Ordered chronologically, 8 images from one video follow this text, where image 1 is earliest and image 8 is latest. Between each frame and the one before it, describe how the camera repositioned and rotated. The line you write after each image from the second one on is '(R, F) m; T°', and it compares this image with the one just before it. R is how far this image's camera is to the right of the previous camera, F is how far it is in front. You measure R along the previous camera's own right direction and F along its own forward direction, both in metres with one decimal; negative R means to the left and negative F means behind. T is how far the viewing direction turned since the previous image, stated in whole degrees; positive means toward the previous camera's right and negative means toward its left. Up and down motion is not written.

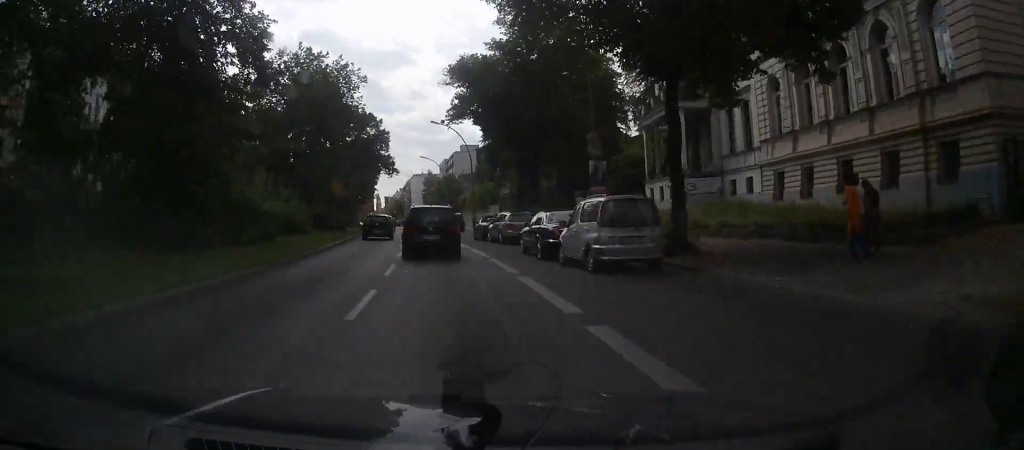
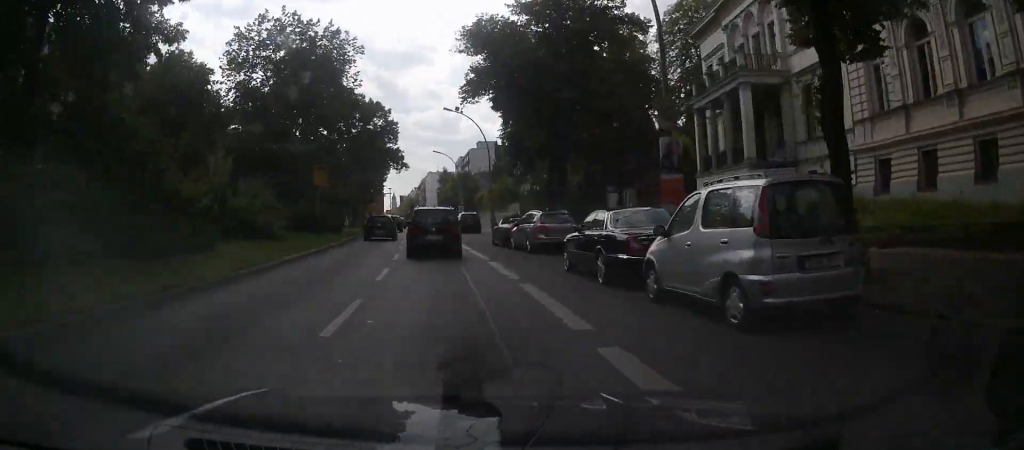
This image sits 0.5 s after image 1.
(-0.1, +6.9) m; -1°
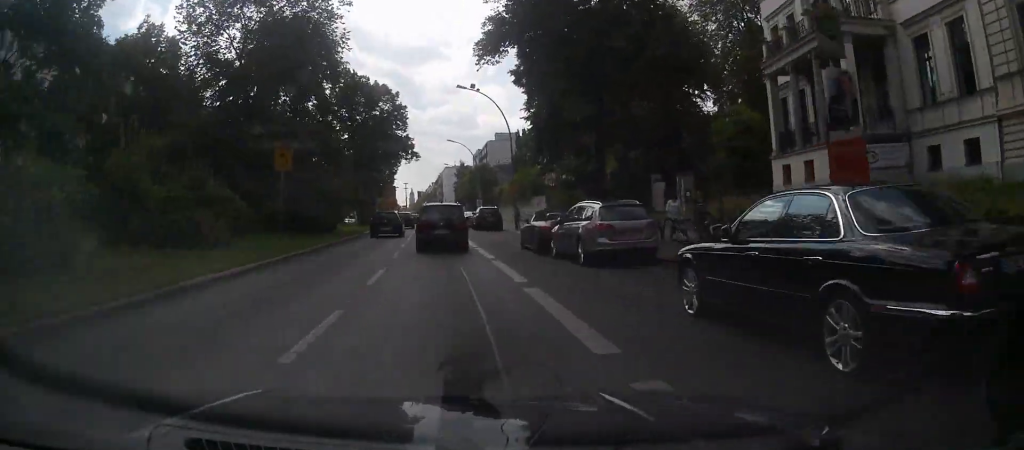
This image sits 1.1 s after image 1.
(0.0, +7.4) m; 0°
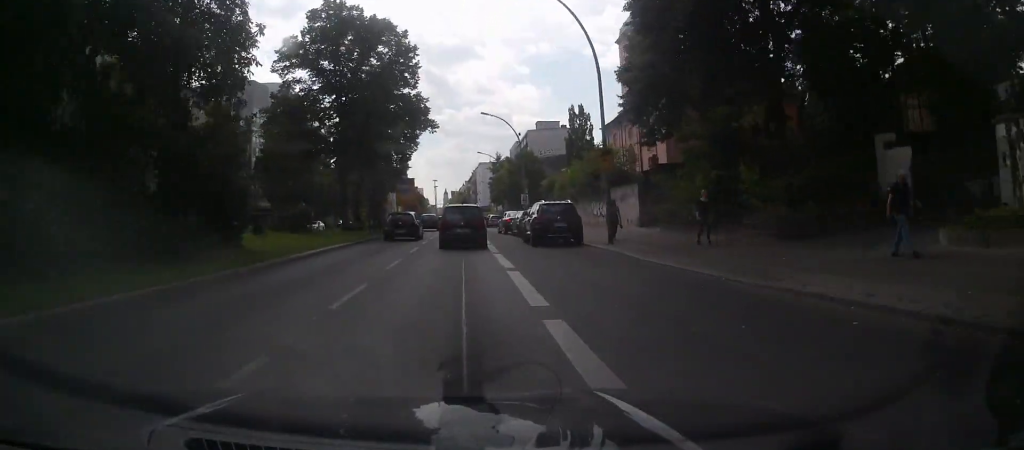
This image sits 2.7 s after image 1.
(-0.6, +21.0) m; -4°
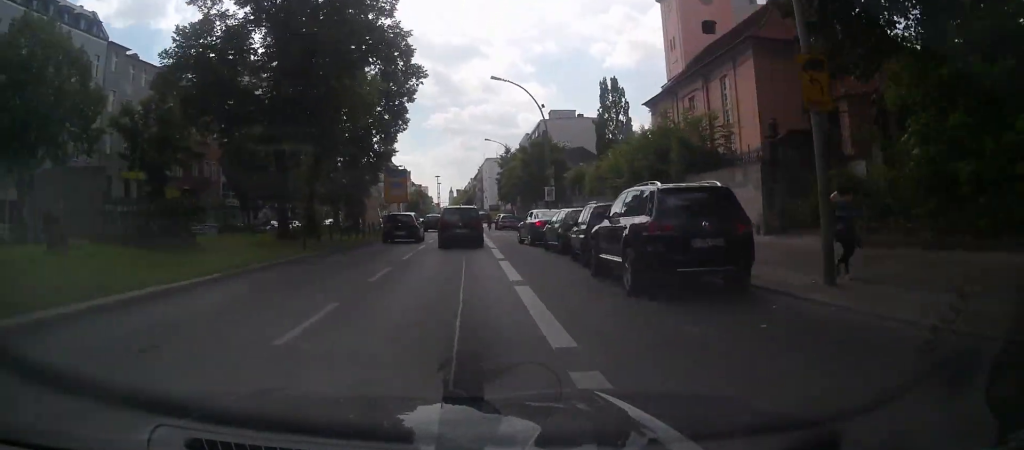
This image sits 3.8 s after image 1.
(-0.5, +14.4) m; -2°
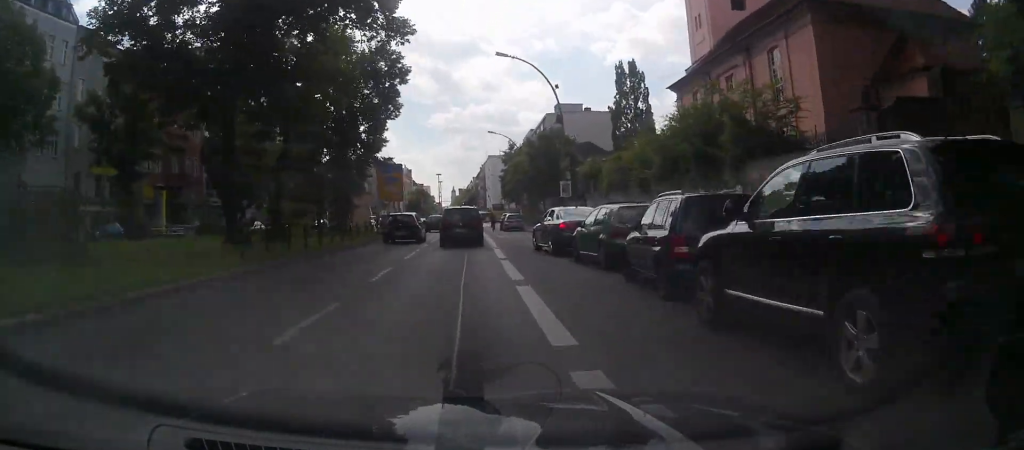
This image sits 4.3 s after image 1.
(0.0, +6.1) m; 0°
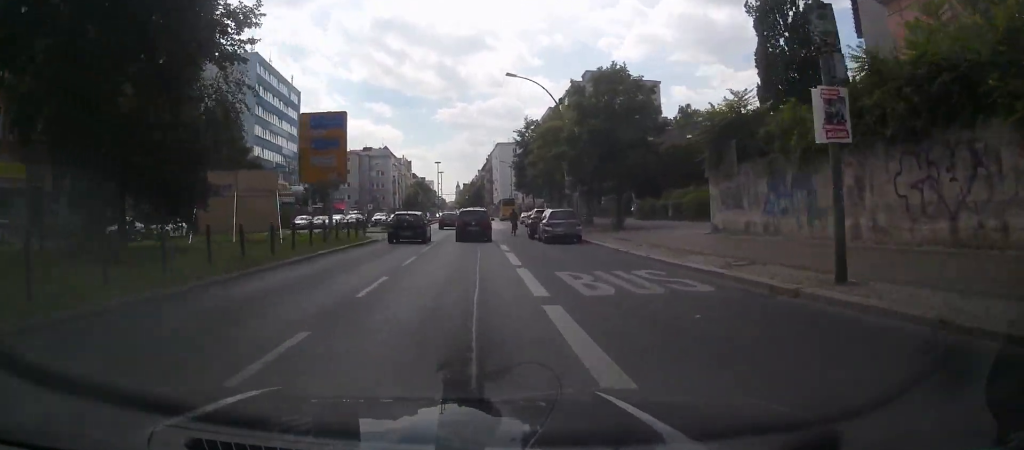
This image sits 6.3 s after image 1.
(-0.4, +26.7) m; -1°
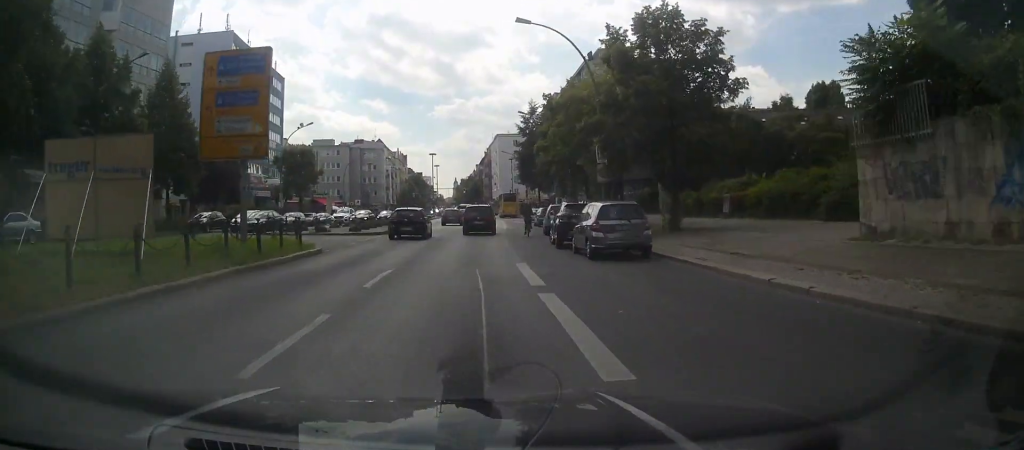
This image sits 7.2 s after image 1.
(0.0, +11.3) m; 0°
